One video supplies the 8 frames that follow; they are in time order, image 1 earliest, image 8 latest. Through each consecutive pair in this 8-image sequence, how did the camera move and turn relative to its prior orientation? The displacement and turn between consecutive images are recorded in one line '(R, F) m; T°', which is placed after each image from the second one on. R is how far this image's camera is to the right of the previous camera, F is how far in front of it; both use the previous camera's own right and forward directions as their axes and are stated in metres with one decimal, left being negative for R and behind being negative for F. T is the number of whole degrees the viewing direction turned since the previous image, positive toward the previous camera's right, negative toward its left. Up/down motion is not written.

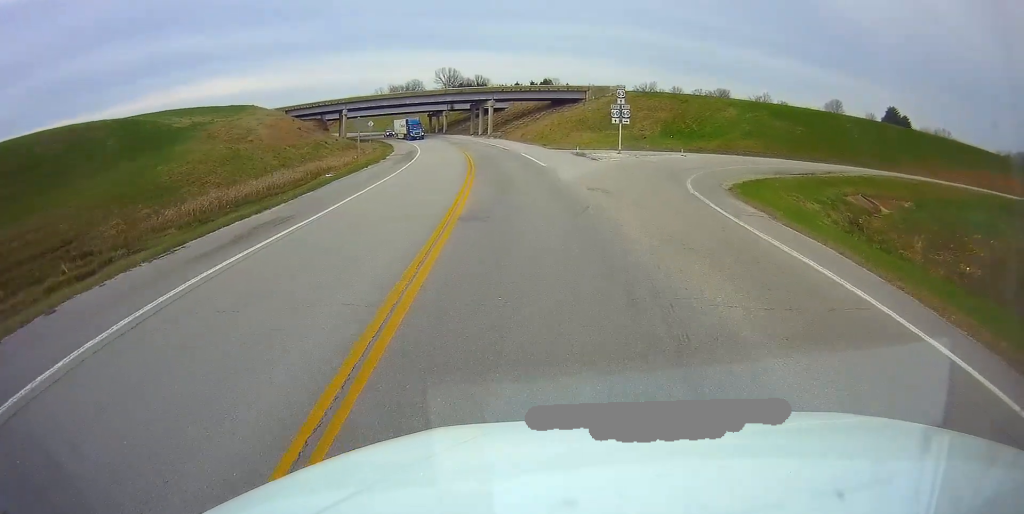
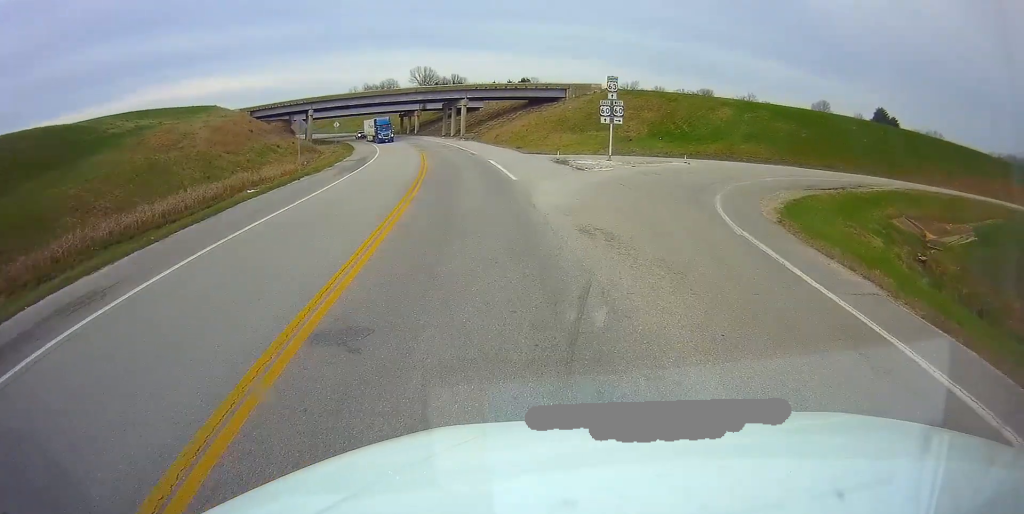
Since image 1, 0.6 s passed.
(+0.2, +7.2) m; +6°
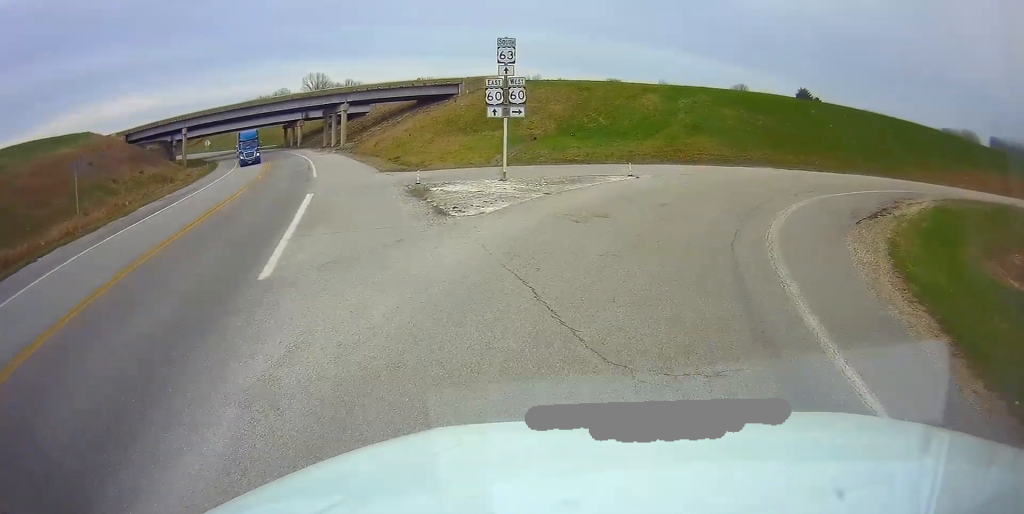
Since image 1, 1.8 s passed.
(+1.6, +12.9) m; +16°
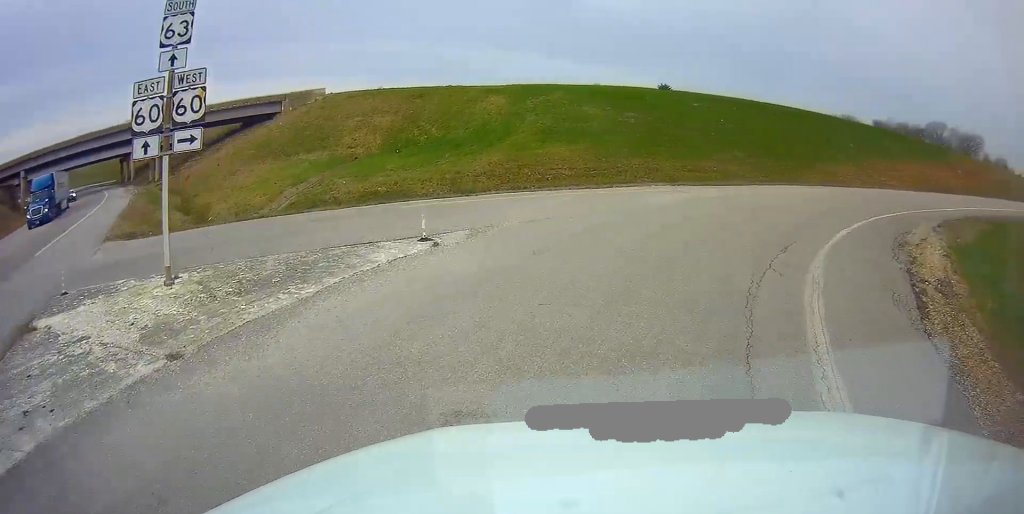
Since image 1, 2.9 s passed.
(+1.5, +10.1) m; +19°
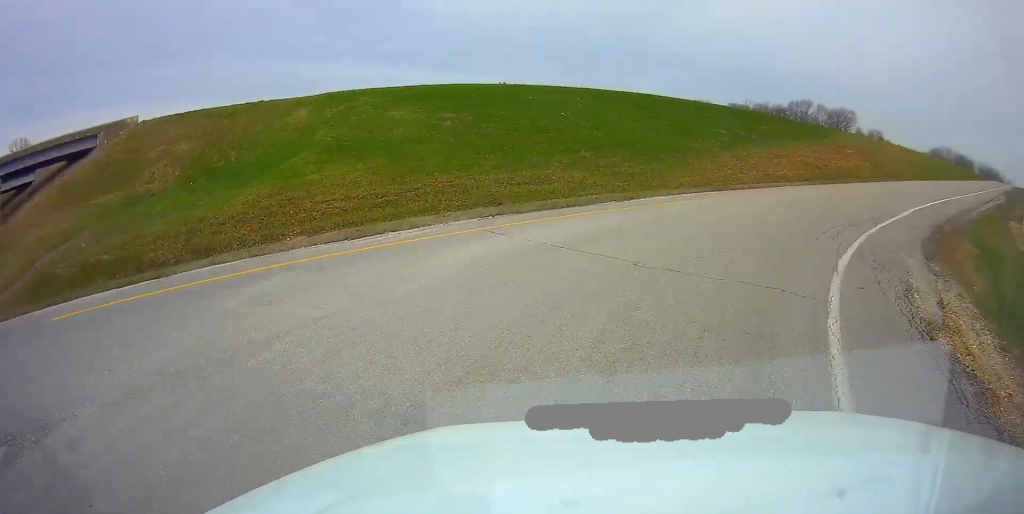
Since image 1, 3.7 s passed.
(+1.1, +7.9) m; +16°
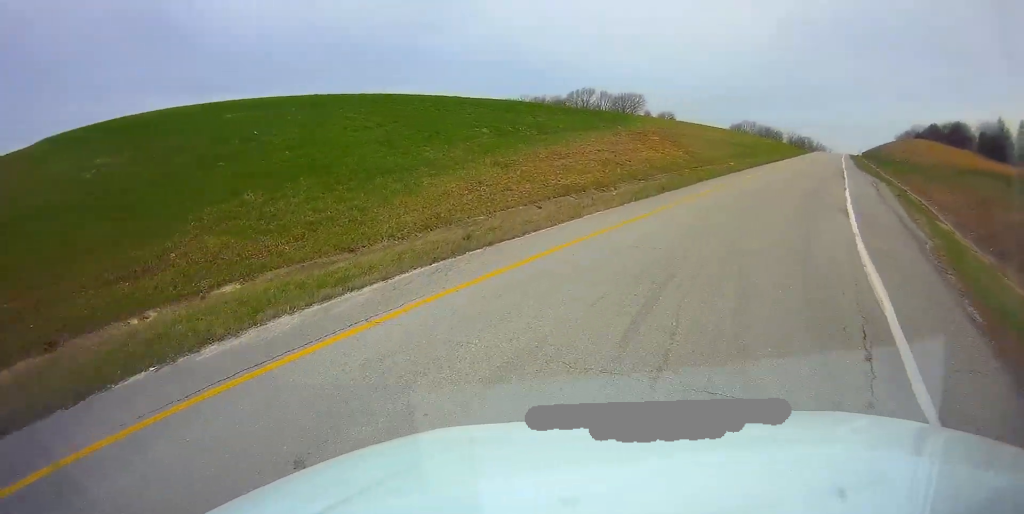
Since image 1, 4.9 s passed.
(+2.0, +11.5) m; +16°
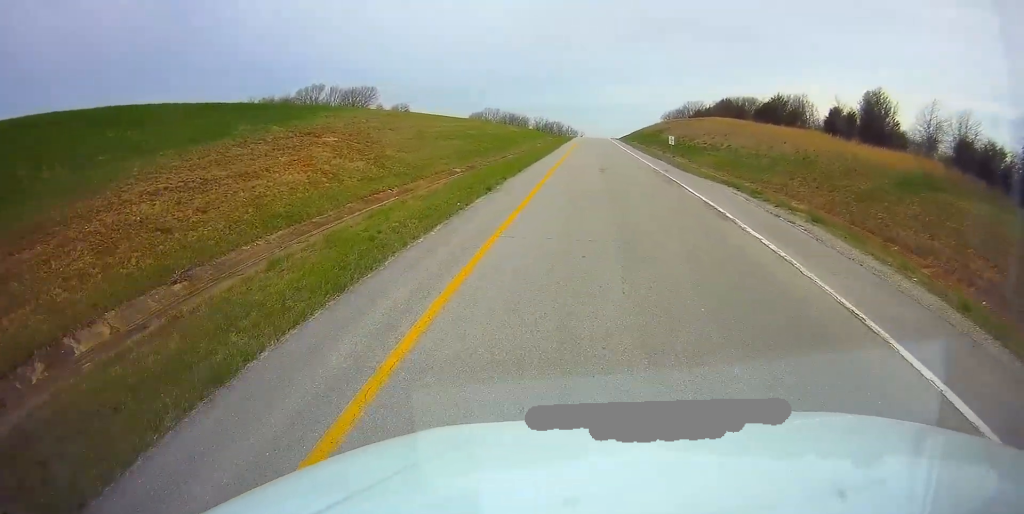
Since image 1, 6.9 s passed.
(+3.3, +22.1) m; +12°
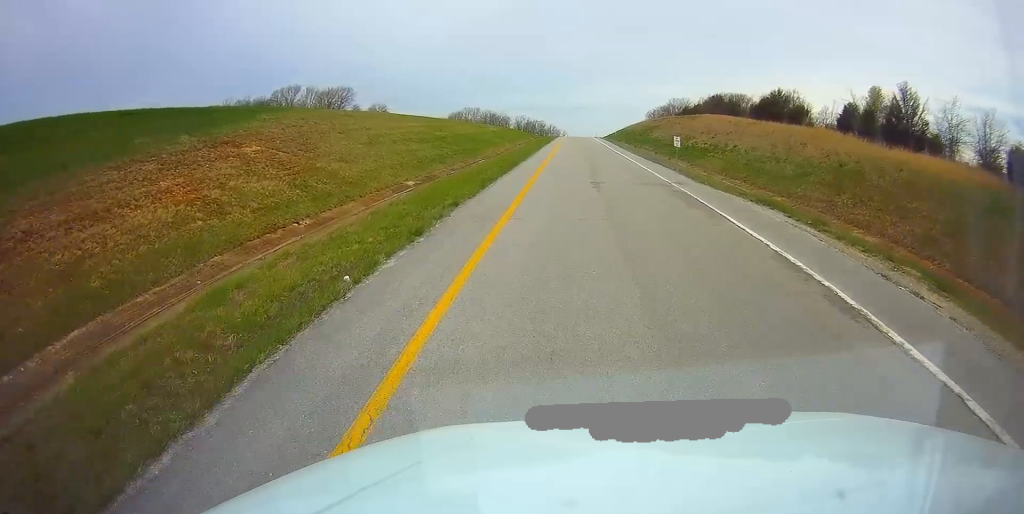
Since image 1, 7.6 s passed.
(0.0, +7.9) m; 0°
